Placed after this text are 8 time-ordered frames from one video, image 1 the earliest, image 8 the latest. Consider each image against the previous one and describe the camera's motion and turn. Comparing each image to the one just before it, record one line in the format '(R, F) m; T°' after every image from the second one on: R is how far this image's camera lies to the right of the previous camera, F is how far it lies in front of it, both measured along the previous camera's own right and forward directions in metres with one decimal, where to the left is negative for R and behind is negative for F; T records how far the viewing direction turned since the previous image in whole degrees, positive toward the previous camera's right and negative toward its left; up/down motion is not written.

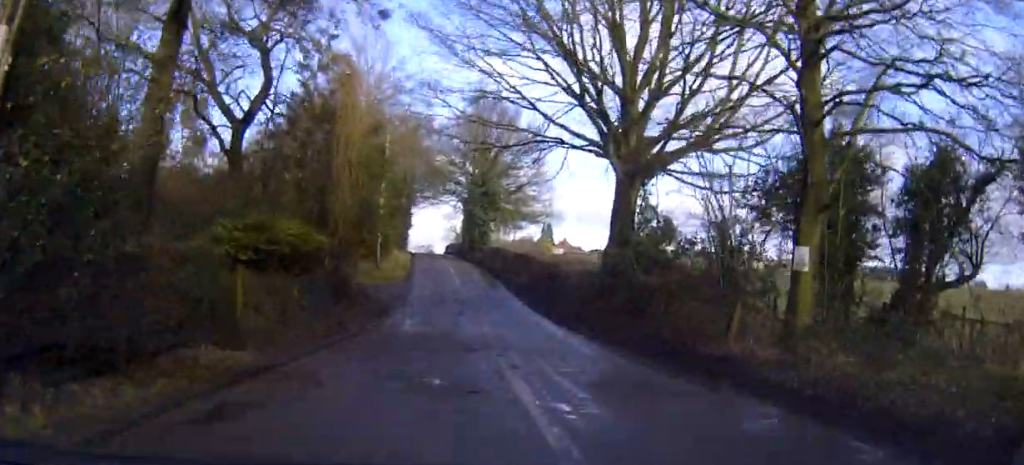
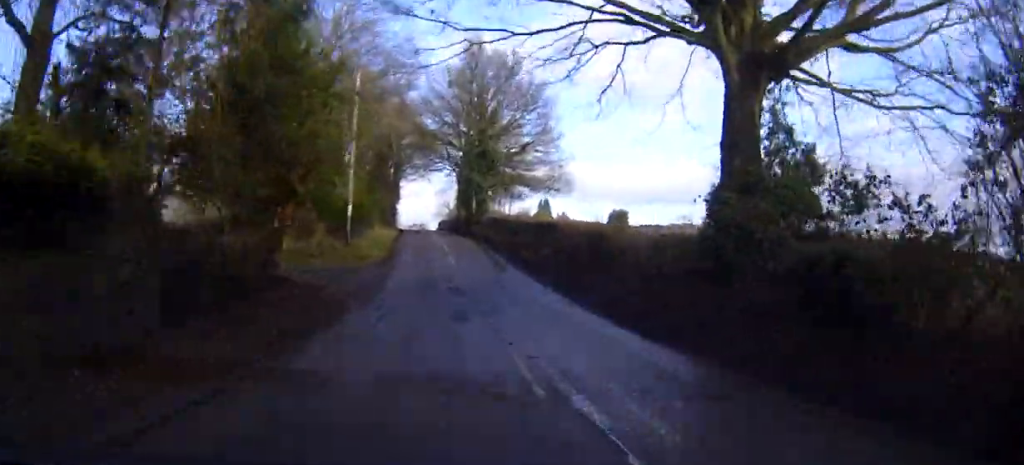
(-0.1, +11.0) m; 0°
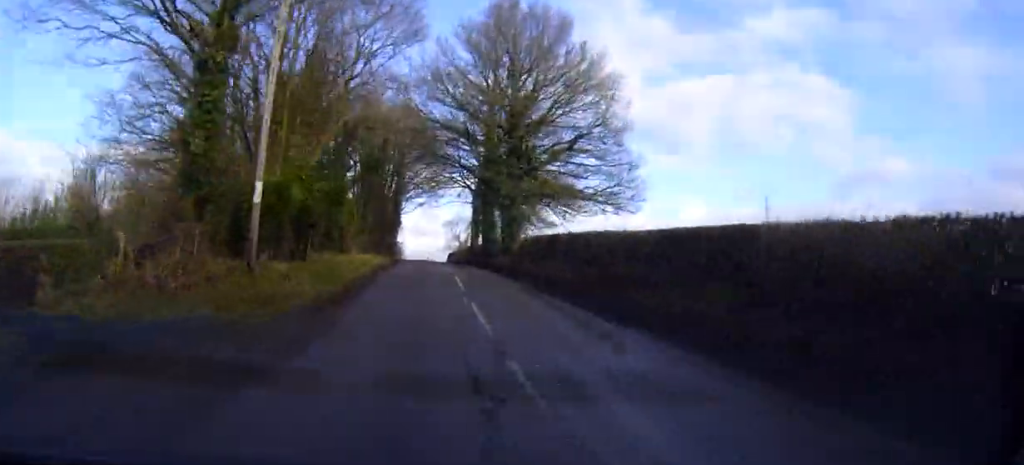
(+0.1, +18.6) m; 0°
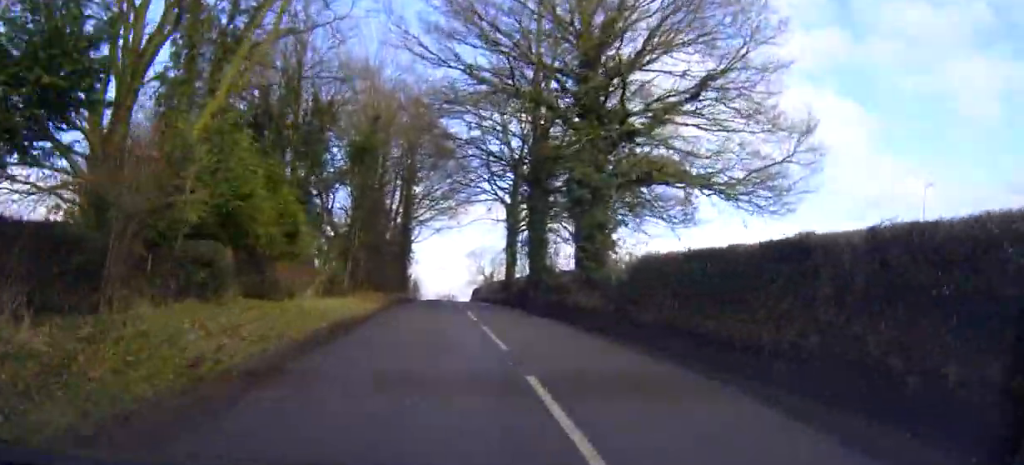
(-0.2, +18.8) m; -1°
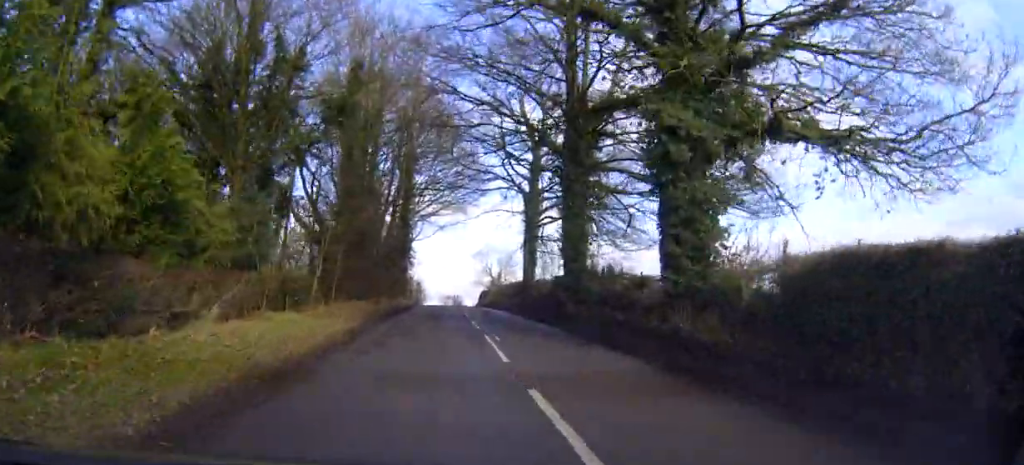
(0.0, +9.2) m; 0°
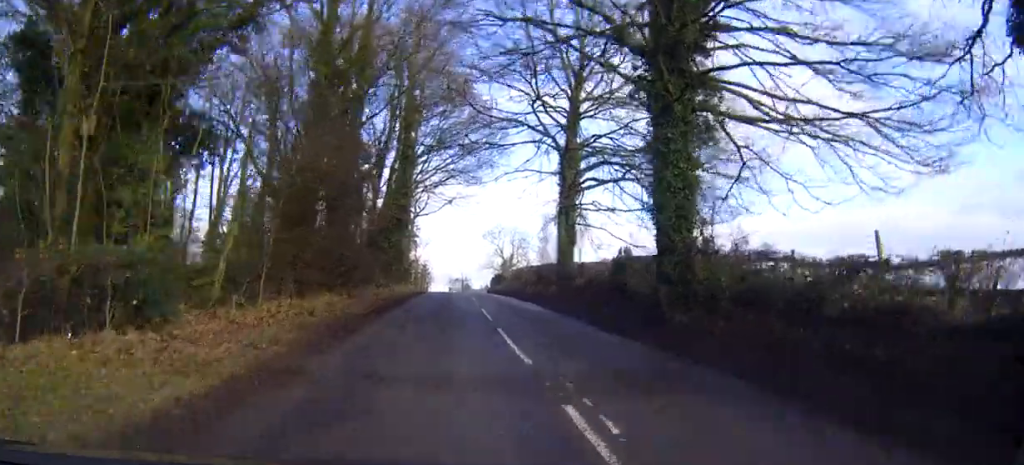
(-0.1, +11.1) m; 0°
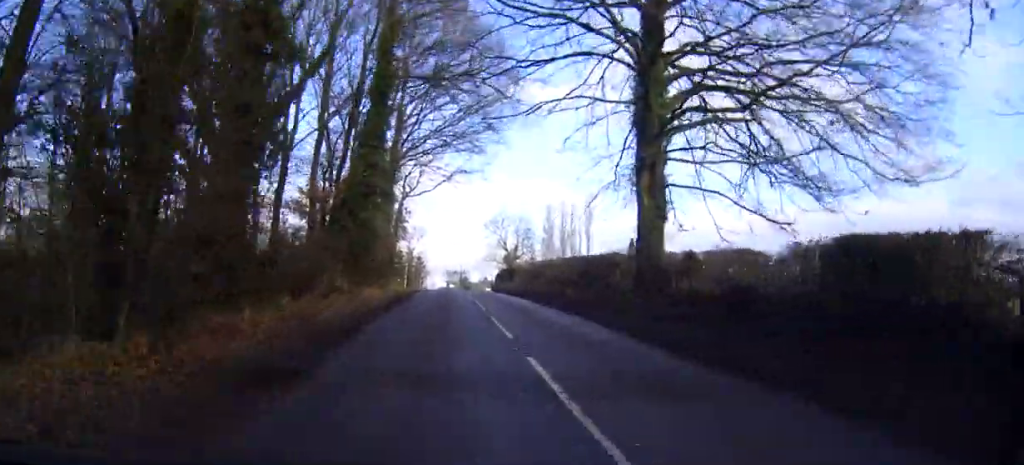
(0.0, +14.3) m; +1°
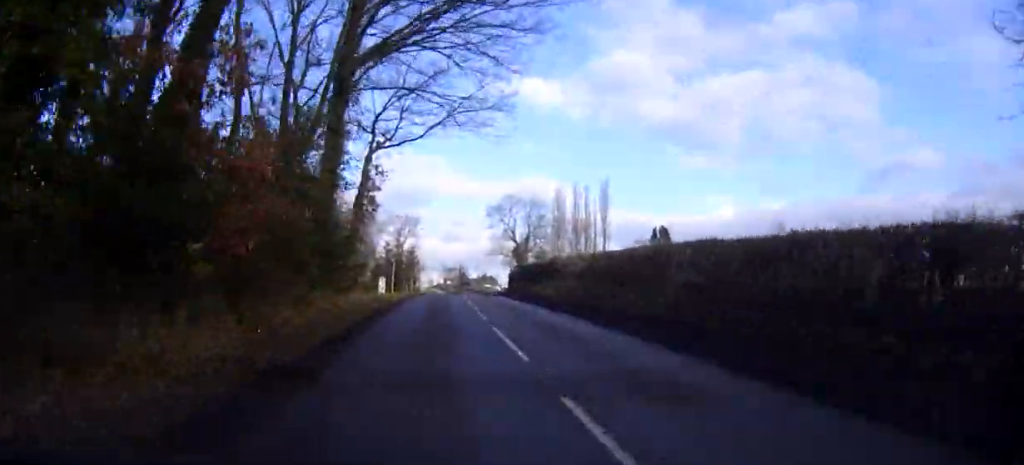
(+0.4, +20.9) m; +2°
